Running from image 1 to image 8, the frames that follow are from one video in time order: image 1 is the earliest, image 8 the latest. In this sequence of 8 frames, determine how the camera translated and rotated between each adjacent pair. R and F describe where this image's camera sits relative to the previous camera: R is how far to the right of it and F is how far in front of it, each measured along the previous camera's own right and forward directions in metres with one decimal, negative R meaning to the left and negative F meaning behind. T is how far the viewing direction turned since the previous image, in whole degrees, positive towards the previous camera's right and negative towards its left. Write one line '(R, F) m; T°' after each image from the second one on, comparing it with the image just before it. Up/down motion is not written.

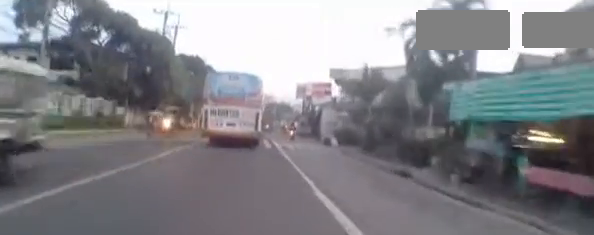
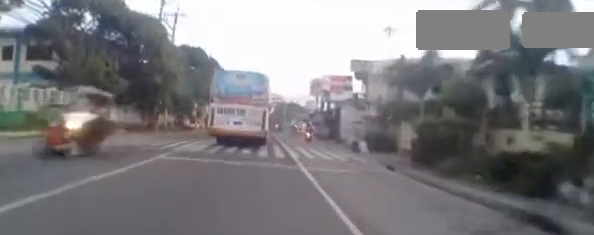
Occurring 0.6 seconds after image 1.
(0.0, +5.0) m; 0°
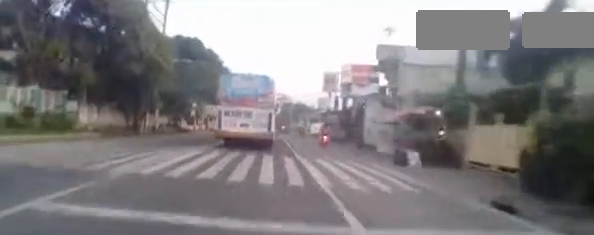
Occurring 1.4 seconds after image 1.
(0.0, +5.7) m; 0°
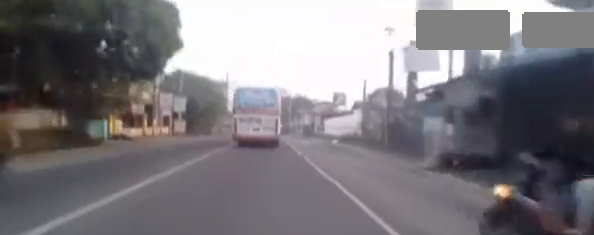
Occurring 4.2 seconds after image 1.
(+0.2, +22.9) m; +2°
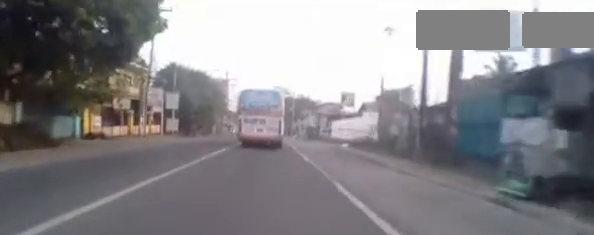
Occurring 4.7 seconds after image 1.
(0.0, +4.5) m; 0°
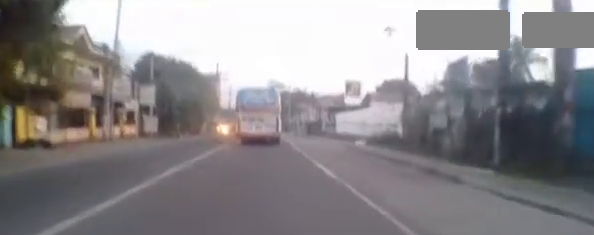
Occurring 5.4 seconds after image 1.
(0.0, +7.4) m; -1°
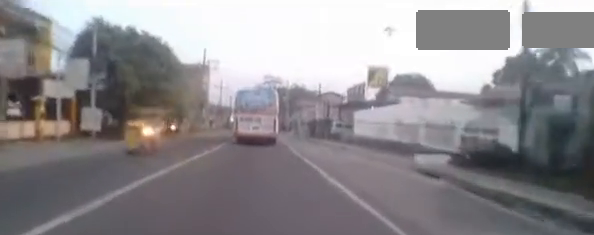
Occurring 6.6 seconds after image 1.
(-0.2, +12.8) m; -2°
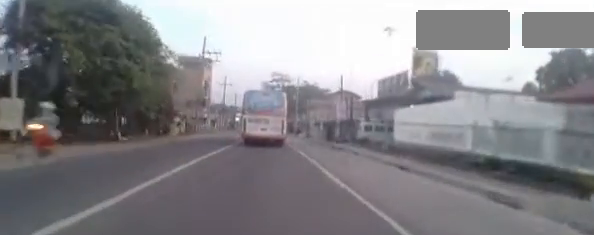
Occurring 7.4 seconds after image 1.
(-0.1, +9.4) m; -1°
